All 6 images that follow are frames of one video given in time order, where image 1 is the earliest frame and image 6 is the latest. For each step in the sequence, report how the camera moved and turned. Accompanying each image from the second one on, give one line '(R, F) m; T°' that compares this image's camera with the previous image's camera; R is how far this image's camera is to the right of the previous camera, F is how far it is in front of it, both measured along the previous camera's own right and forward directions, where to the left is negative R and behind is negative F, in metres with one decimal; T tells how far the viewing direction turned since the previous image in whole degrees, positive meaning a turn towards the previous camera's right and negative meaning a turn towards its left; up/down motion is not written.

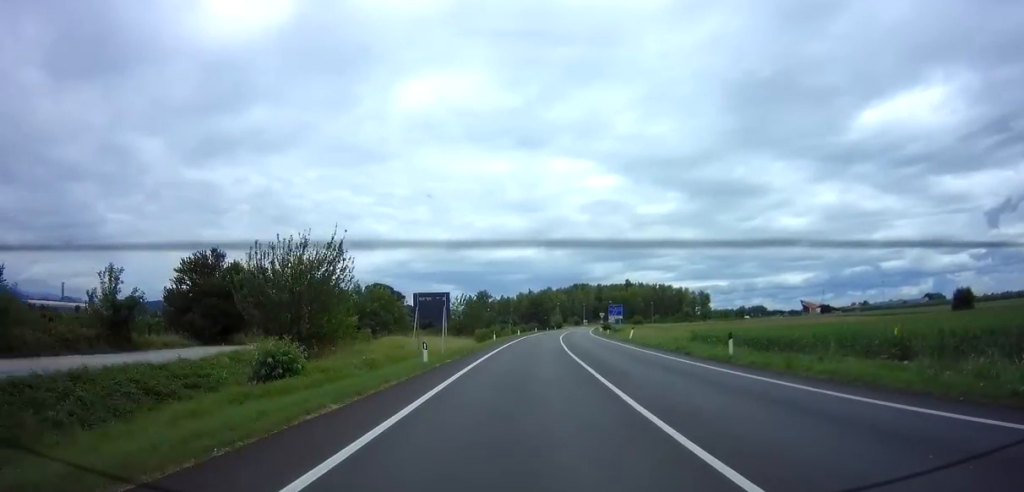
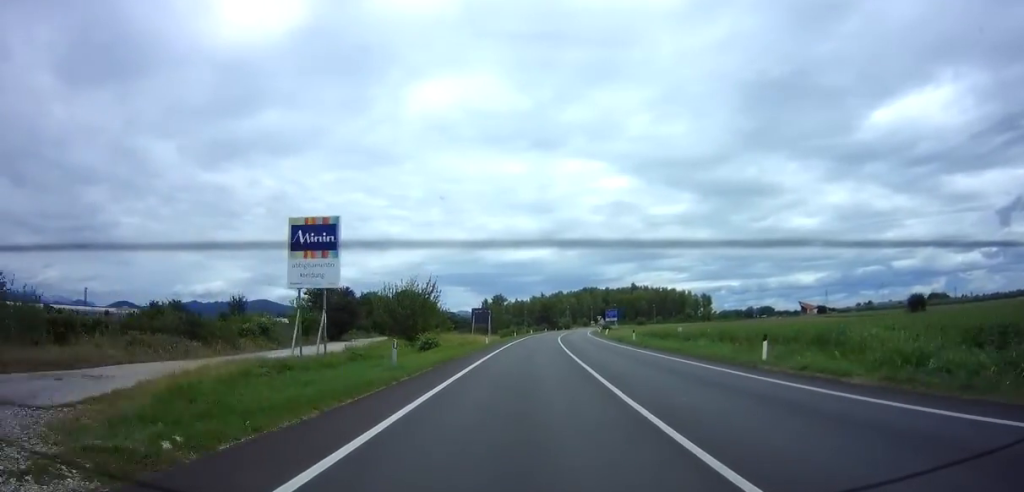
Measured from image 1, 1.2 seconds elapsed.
(-0.5, +22.1) m; -2°
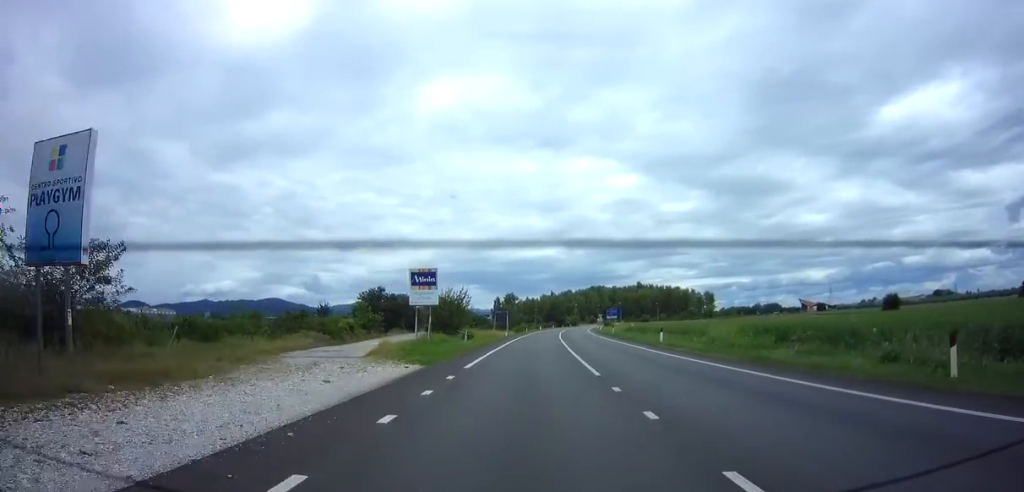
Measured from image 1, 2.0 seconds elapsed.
(0.0, +15.8) m; -1°
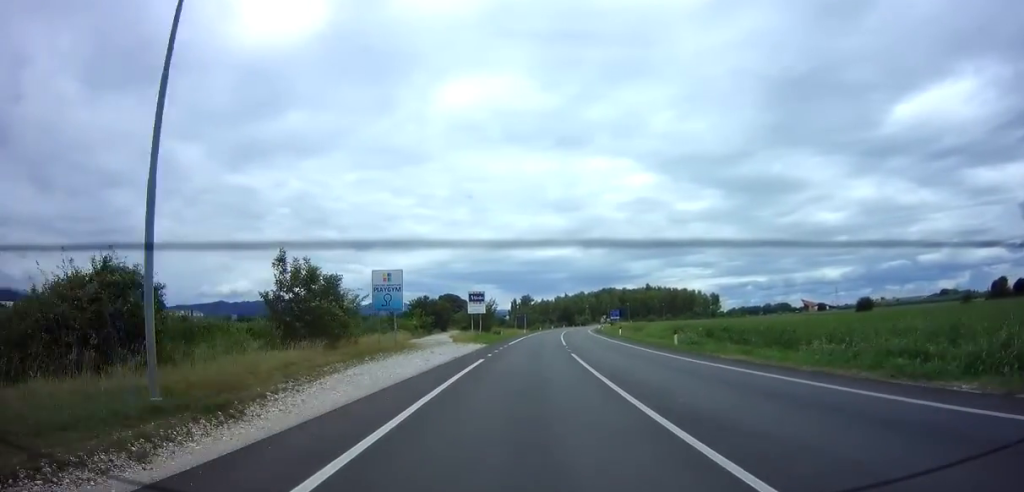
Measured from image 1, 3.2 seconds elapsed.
(-0.5, +22.1) m; -2°
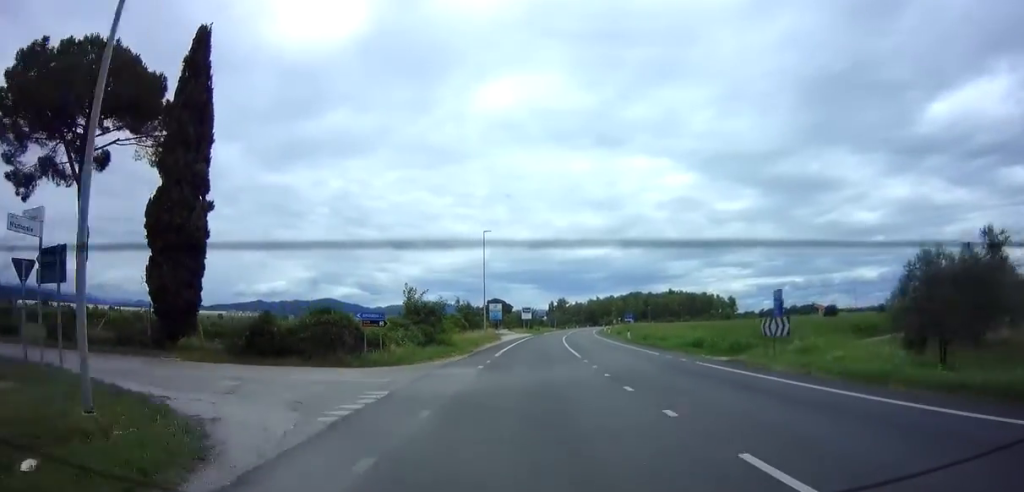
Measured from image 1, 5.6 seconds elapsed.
(-0.8, +45.1) m; -4°
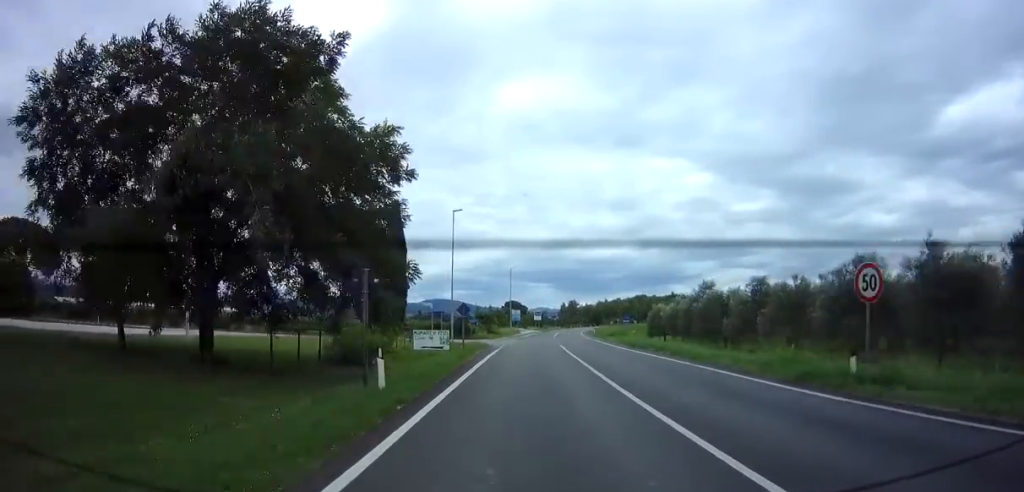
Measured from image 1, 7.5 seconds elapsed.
(-0.6, +37.1) m; -1°
